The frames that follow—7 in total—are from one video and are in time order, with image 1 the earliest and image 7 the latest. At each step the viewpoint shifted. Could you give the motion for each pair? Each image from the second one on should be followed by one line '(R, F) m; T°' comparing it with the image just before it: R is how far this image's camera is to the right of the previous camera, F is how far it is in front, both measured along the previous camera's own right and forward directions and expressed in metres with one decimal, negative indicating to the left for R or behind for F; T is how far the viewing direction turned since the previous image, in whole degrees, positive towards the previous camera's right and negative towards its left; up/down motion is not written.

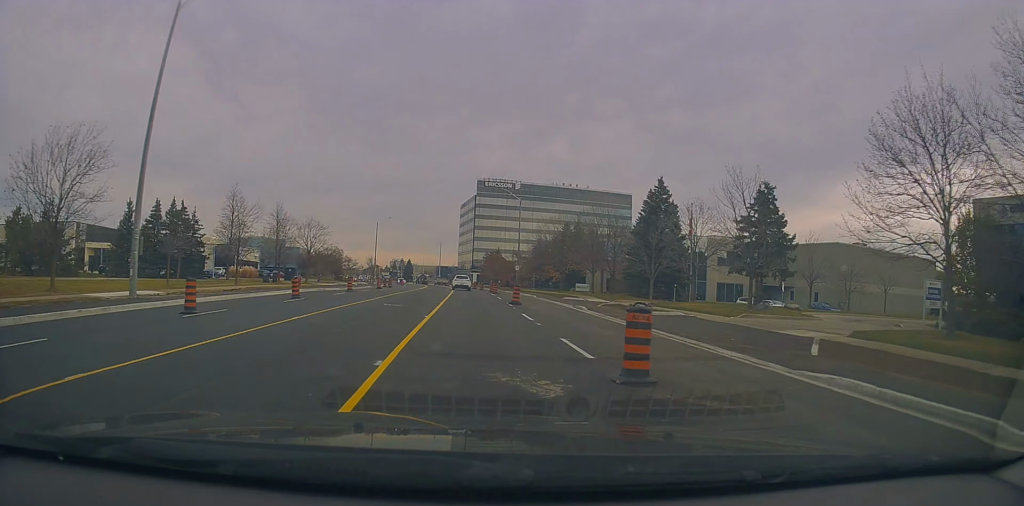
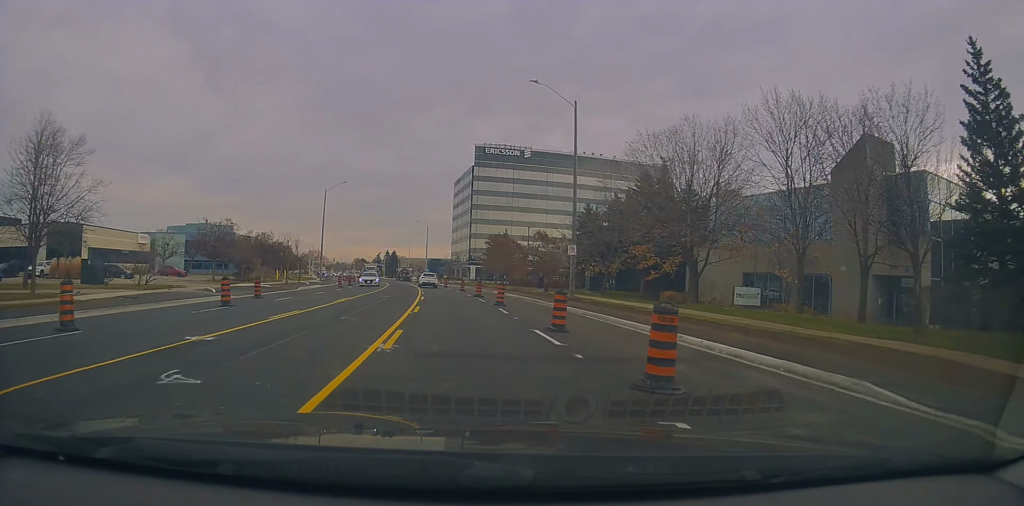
(+2.4, +43.4) m; +5°
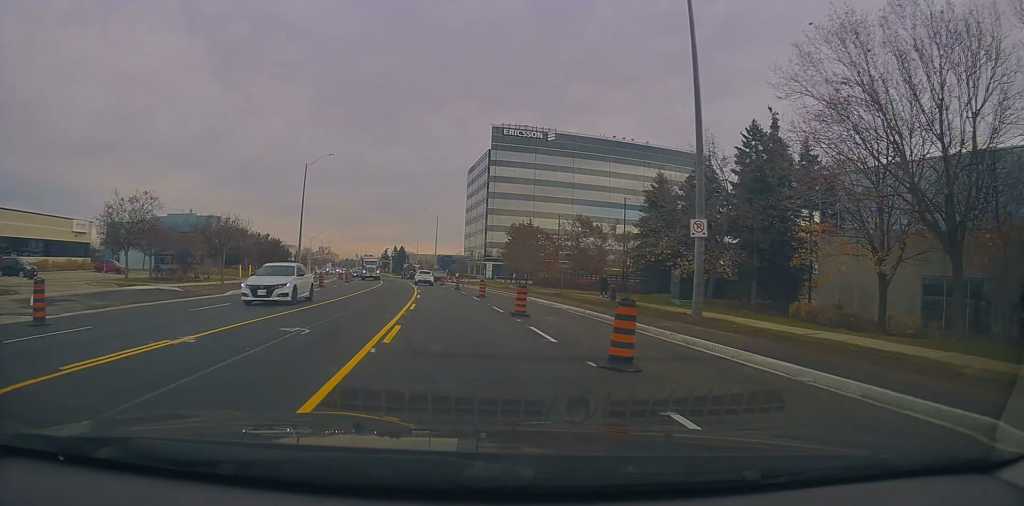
(-0.2, +17.4) m; -1°
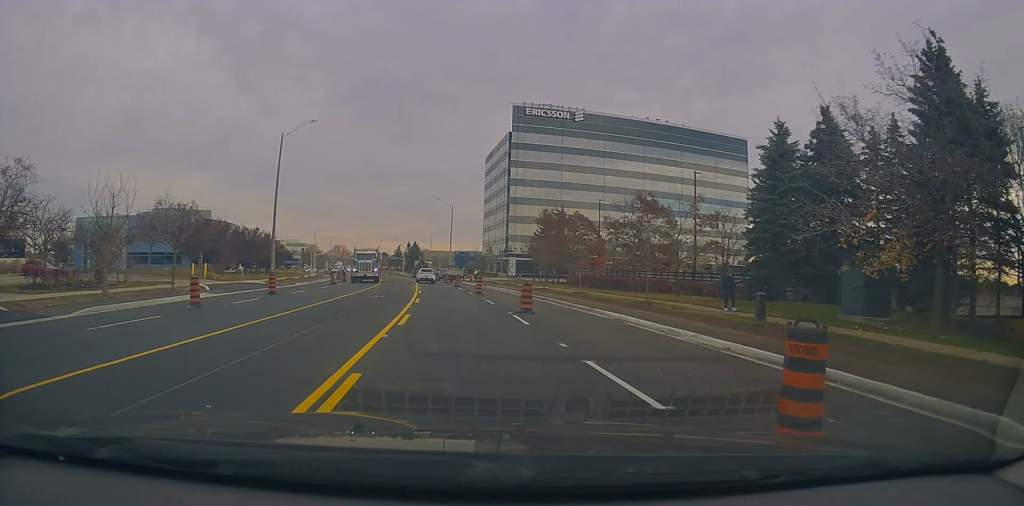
(0.0, +15.1) m; -2°
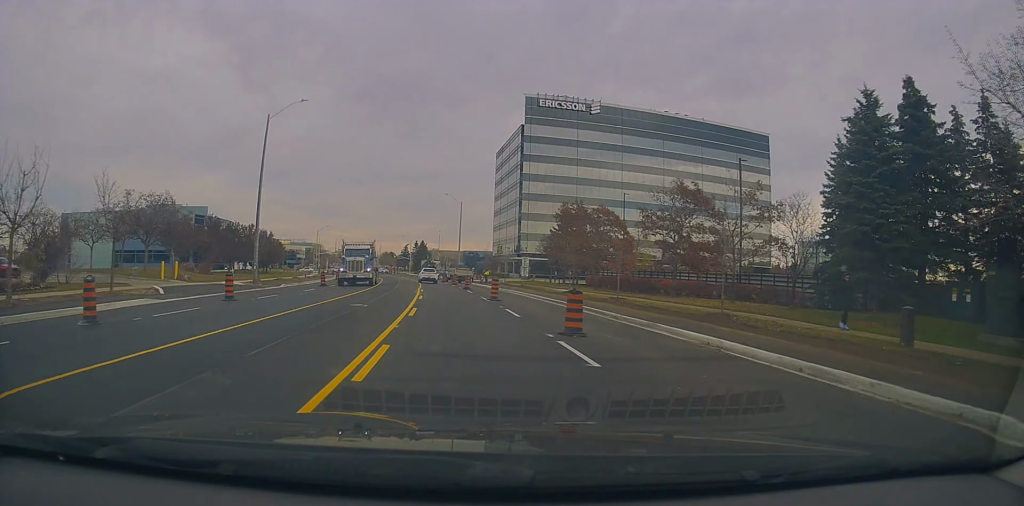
(-0.2, +6.9) m; -2°
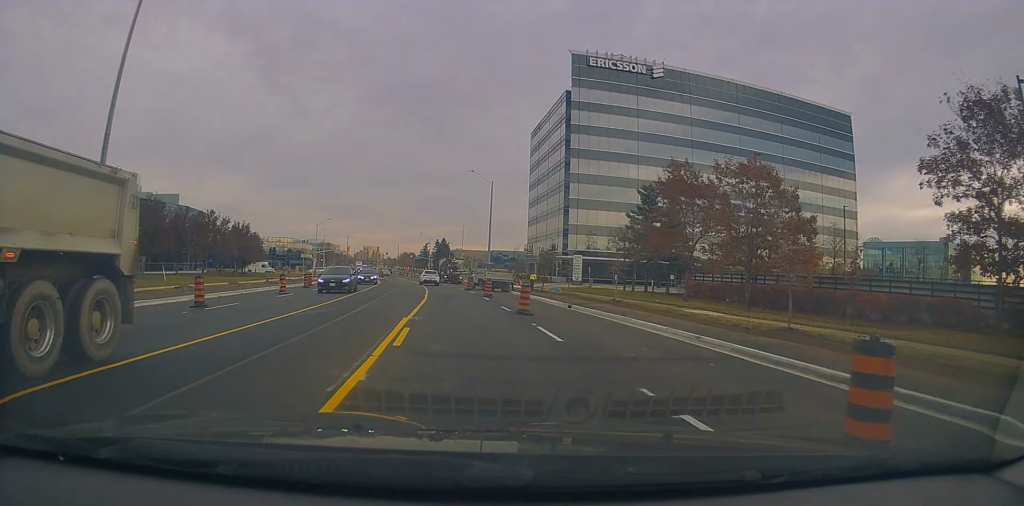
(-1.2, +23.8) m; -3°
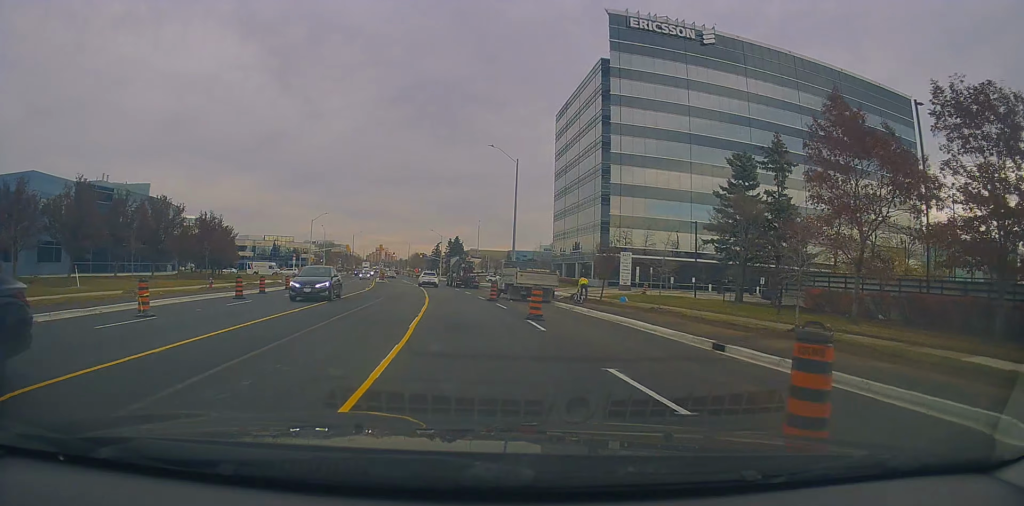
(+0.1, +15.6) m; 0°
